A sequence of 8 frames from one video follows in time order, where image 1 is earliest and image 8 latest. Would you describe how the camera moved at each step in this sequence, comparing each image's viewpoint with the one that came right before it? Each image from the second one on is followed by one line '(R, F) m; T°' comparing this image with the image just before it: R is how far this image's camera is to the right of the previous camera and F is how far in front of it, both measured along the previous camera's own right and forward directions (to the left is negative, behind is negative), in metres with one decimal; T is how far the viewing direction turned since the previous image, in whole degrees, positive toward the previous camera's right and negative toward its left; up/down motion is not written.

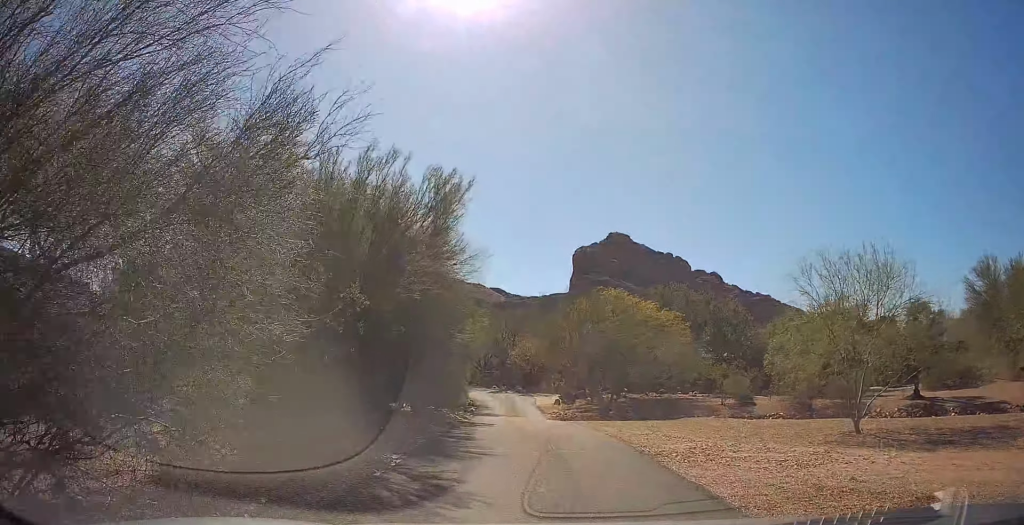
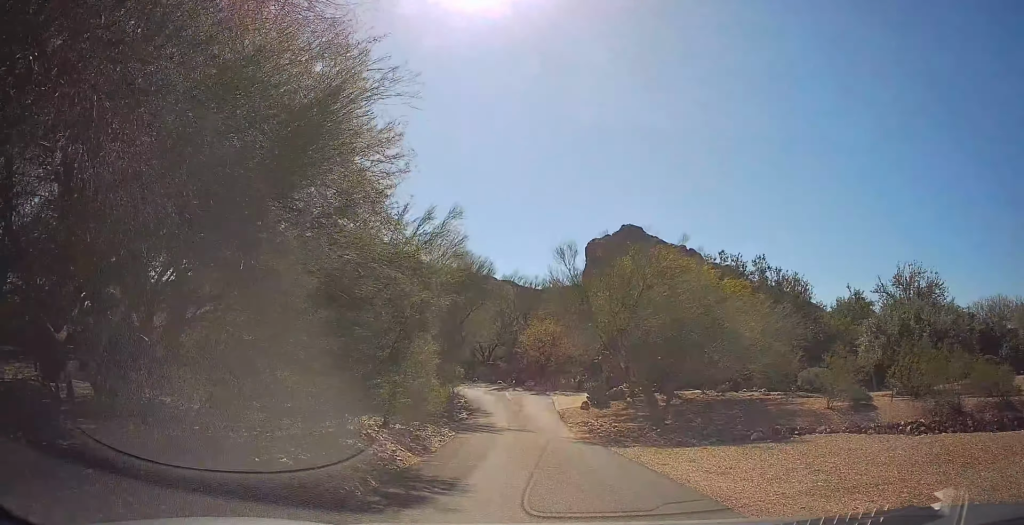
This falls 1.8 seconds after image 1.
(-0.5, +12.6) m; -2°
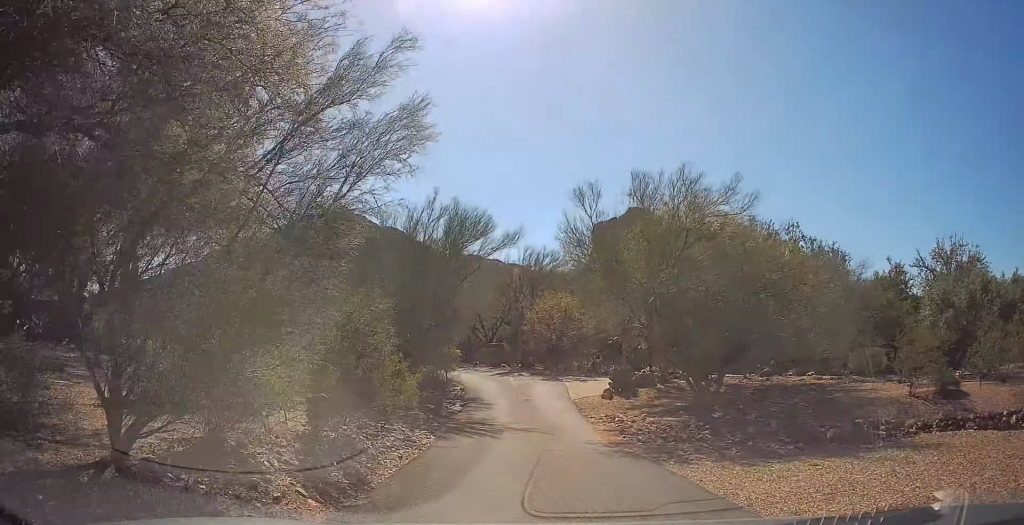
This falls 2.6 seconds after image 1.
(+0.2, +5.3) m; -1°
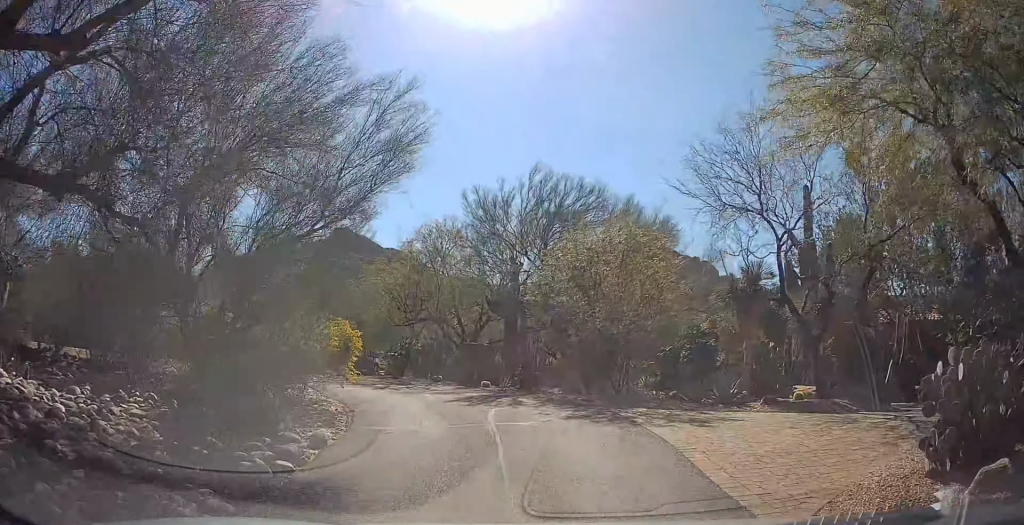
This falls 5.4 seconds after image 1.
(-1.1, +18.5) m; 0°
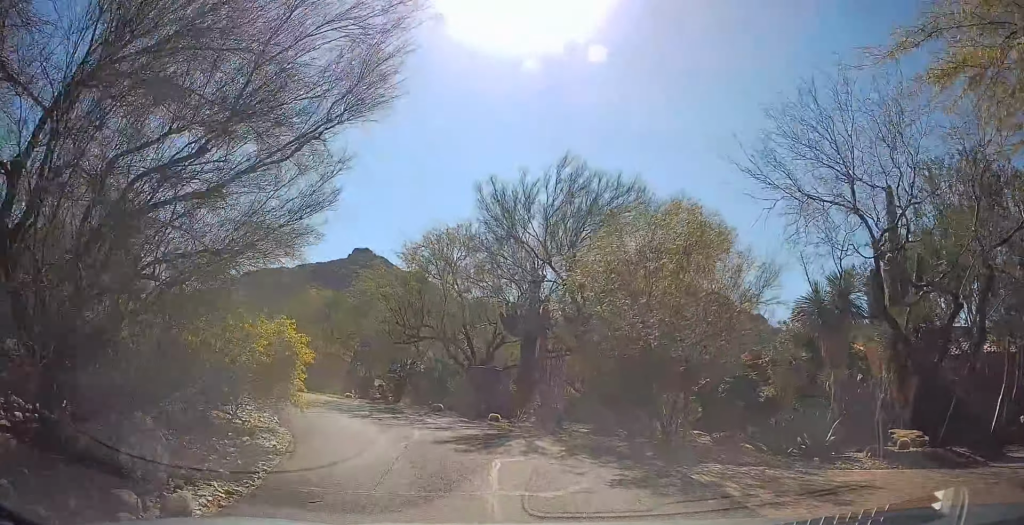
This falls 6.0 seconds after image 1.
(+0.2, +3.8) m; 0°
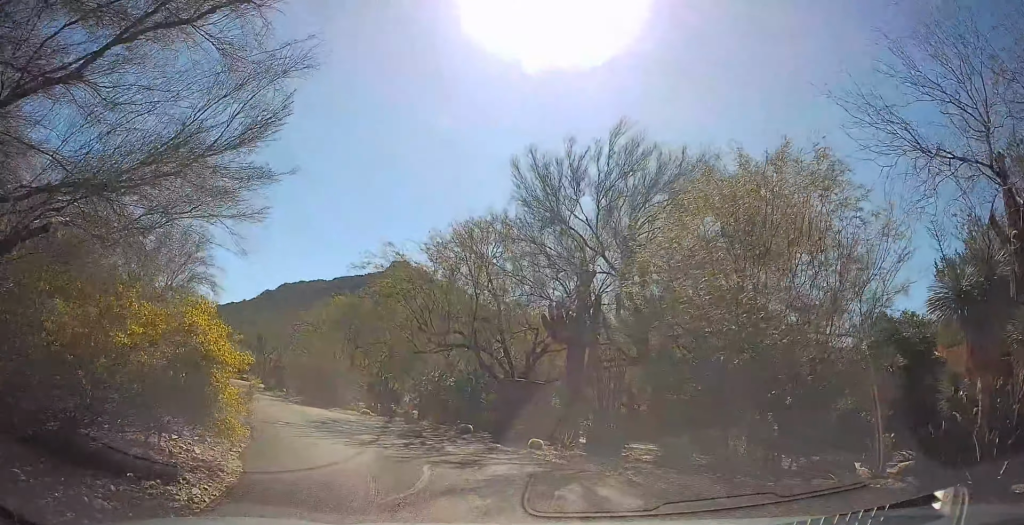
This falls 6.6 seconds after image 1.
(+0.2, +3.5) m; -2°
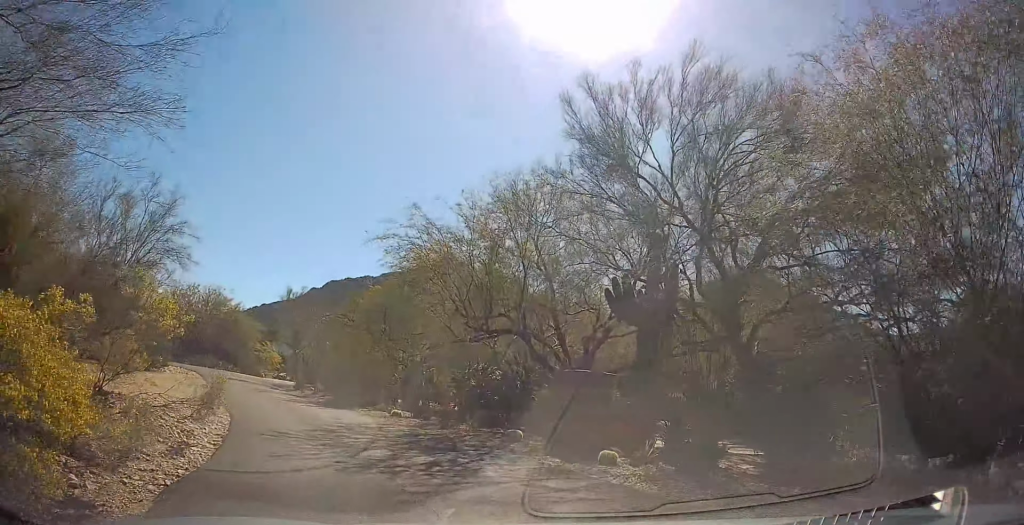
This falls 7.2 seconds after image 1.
(-0.3, +3.3) m; -12°
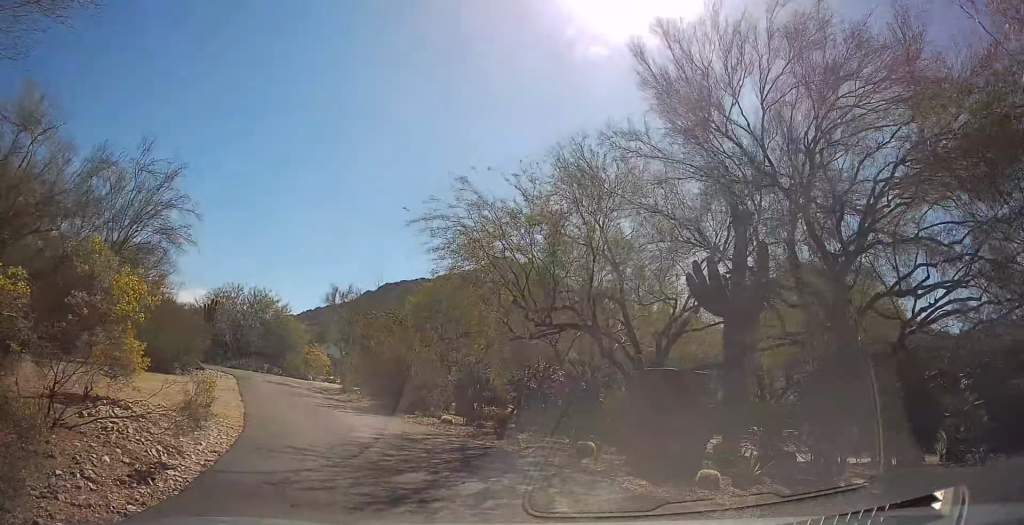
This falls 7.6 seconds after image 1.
(+0.1, +2.2) m; -8°
